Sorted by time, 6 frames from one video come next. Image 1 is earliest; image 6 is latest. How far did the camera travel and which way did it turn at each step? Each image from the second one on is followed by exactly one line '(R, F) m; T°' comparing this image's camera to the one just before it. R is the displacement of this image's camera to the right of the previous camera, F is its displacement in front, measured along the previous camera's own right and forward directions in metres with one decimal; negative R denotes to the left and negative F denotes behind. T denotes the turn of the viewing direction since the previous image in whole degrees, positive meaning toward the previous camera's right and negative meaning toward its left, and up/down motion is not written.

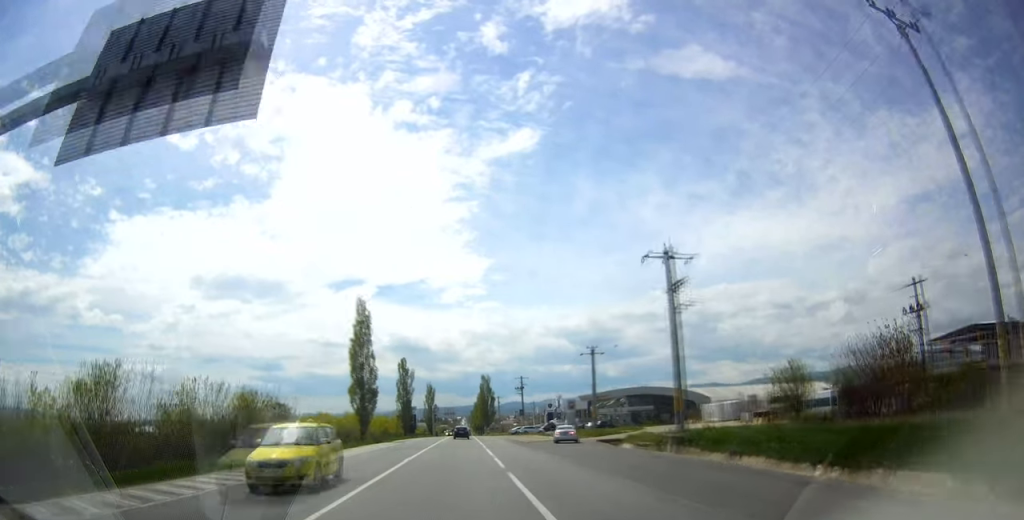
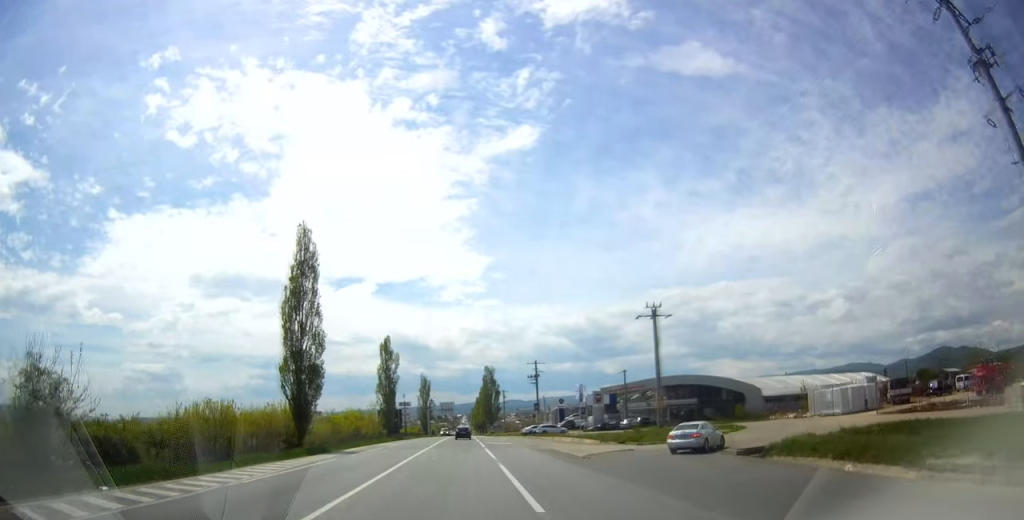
(-0.3, +25.1) m; -1°
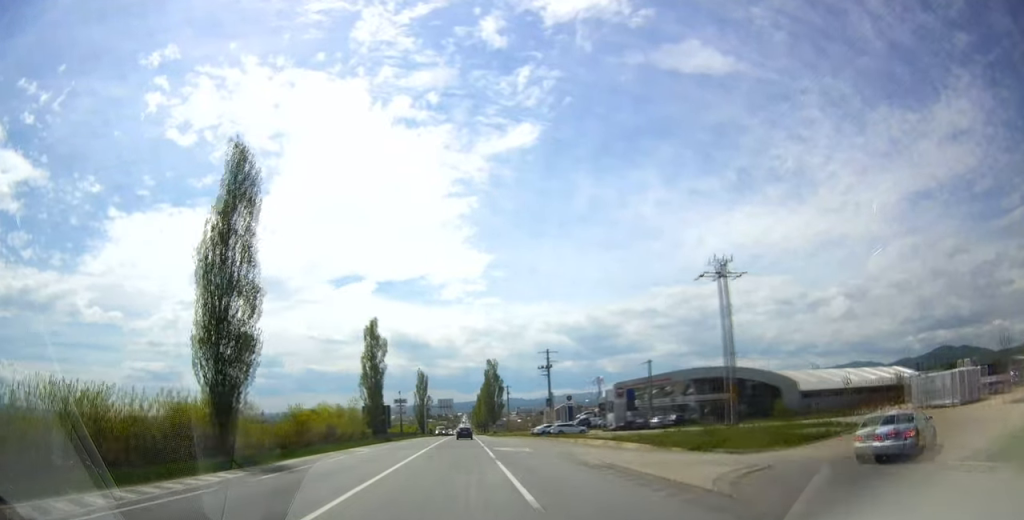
(0.0, +14.0) m; 0°
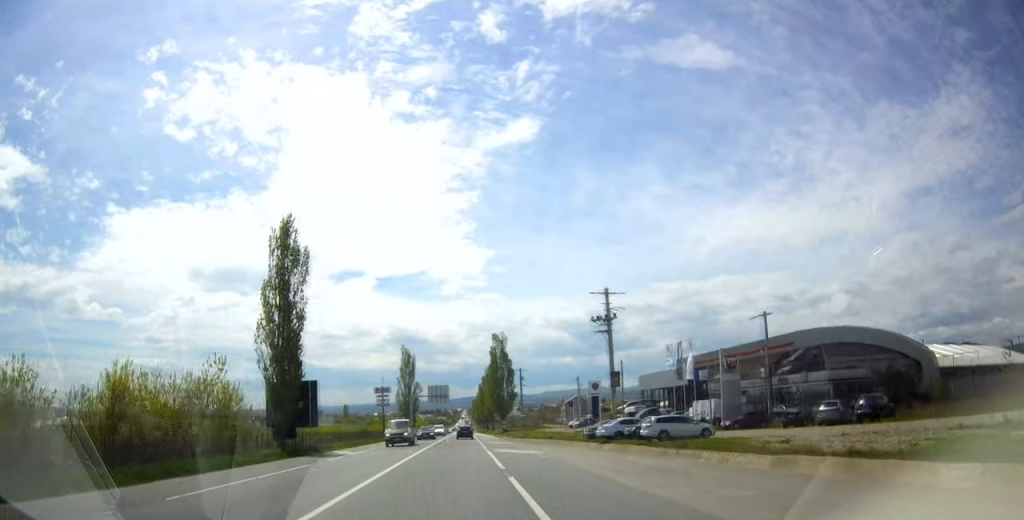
(+0.3, +36.9) m; 0°
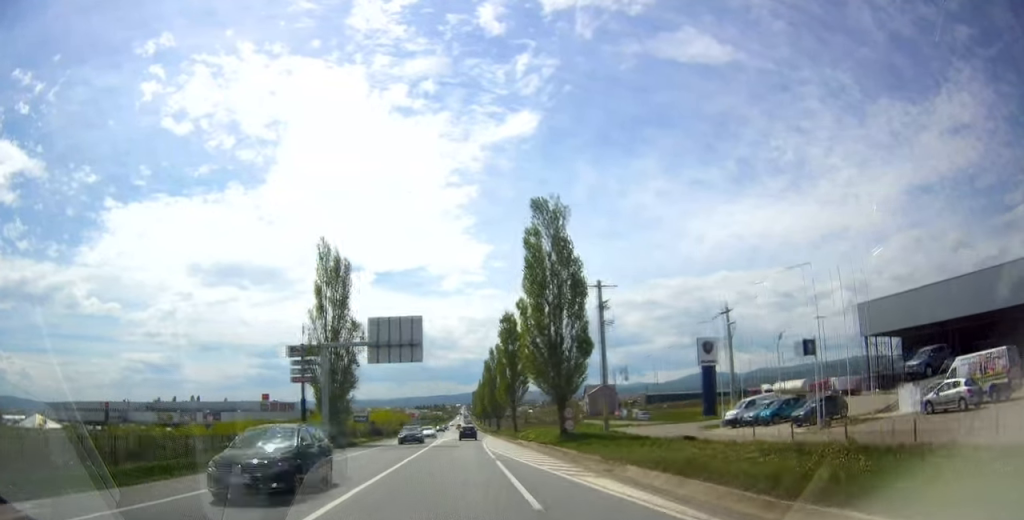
(-0.3, +69.3) m; 0°
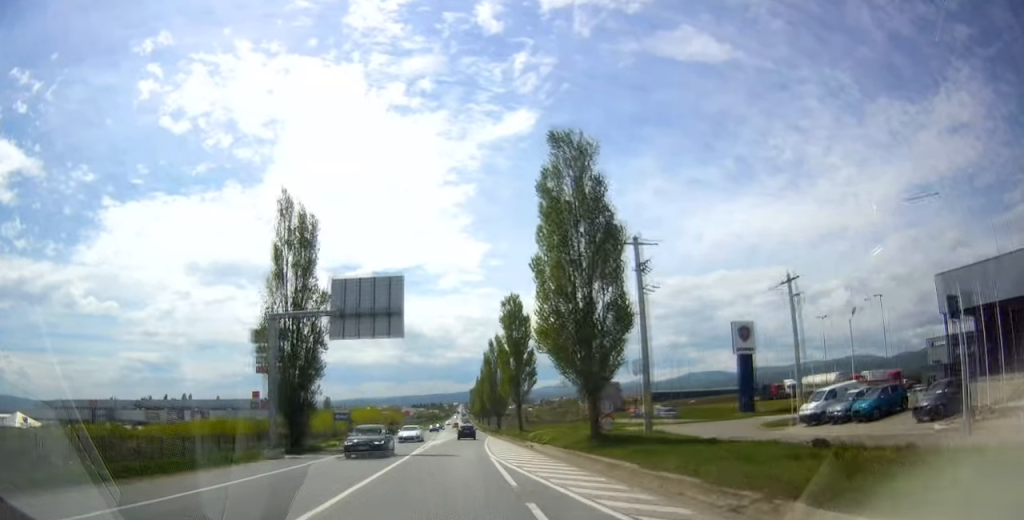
(-0.2, +11.9) m; 0°
